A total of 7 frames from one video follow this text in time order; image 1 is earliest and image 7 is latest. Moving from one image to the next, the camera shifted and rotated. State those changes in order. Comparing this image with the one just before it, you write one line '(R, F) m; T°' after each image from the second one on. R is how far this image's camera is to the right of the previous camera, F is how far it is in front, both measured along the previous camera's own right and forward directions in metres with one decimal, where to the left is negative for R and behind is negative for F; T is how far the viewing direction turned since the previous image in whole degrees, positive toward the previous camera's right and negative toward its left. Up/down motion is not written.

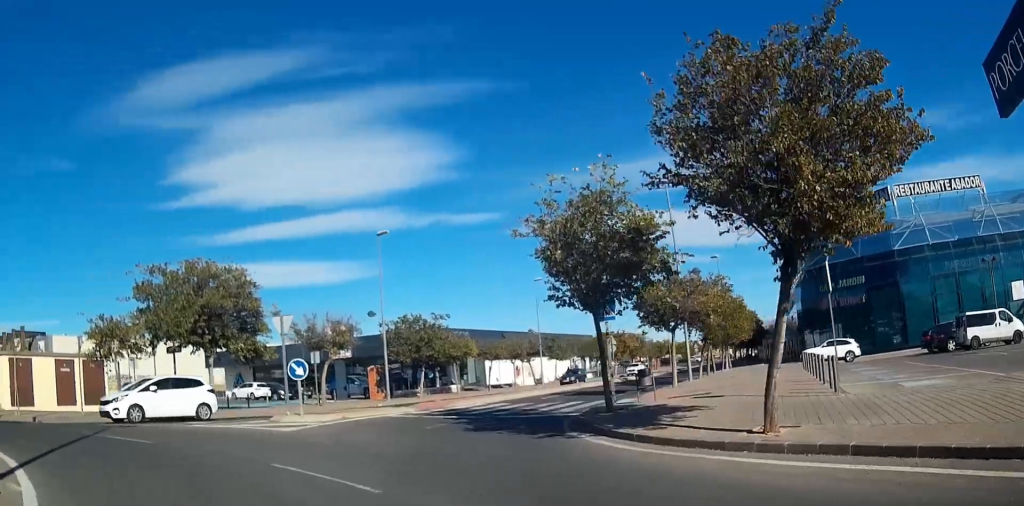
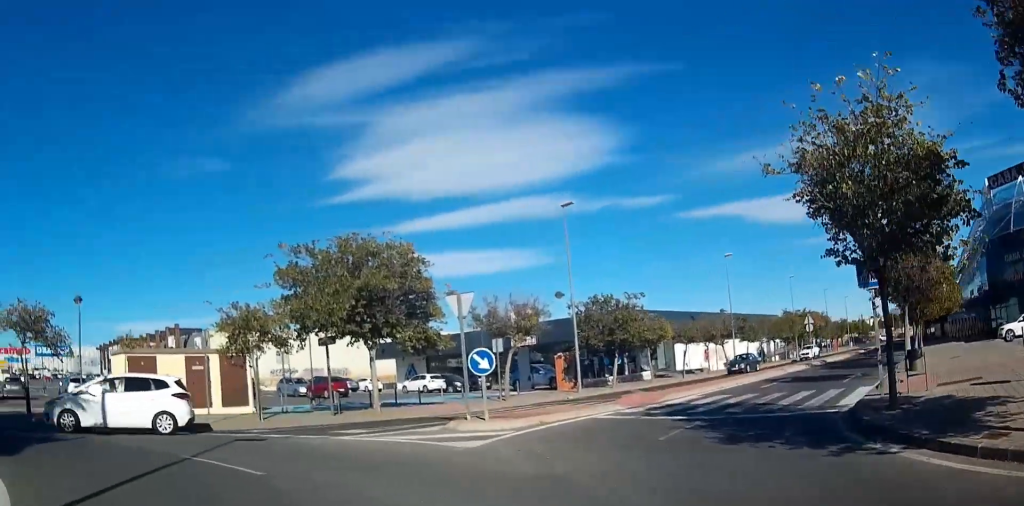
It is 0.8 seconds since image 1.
(-0.2, +4.2) m; -15°
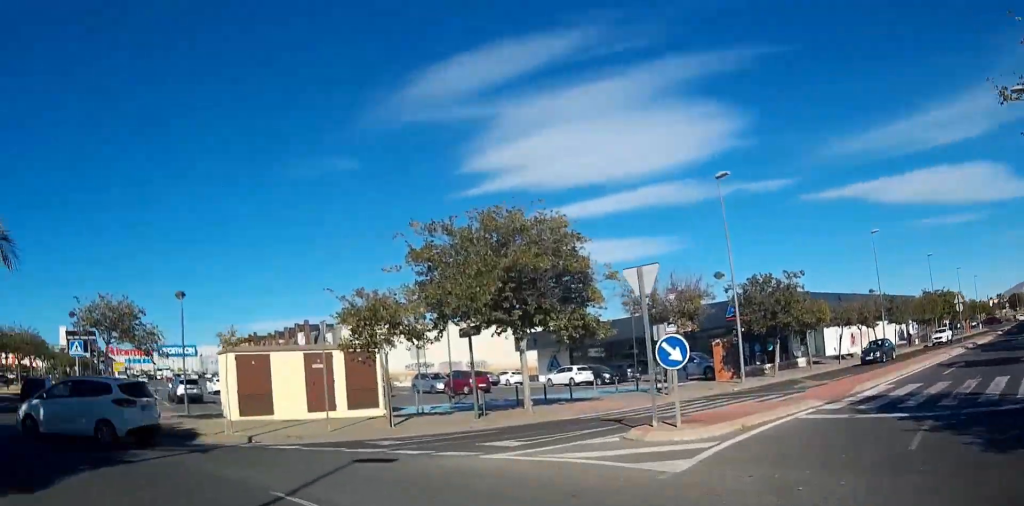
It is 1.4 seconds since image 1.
(-0.6, +3.0) m; -13°
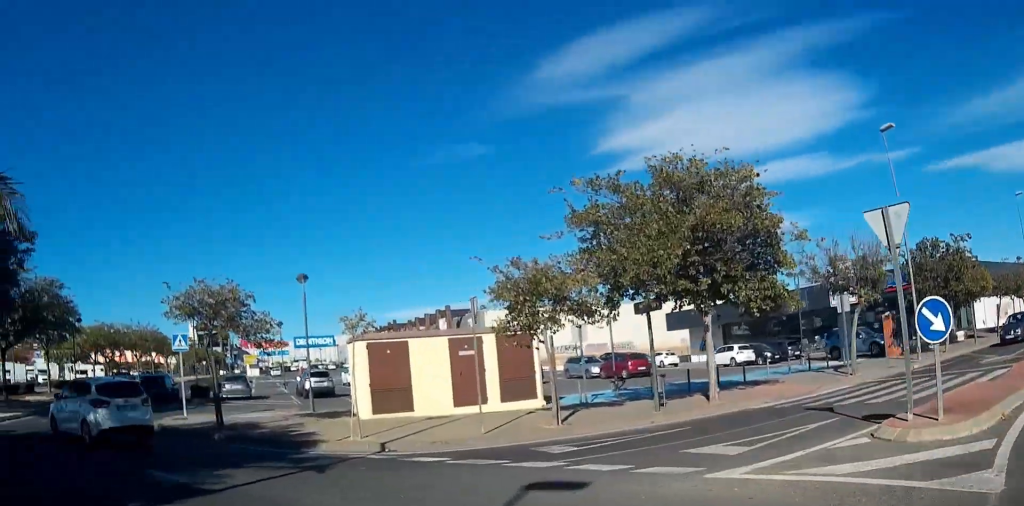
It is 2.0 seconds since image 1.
(-0.4, +3.1) m; -13°
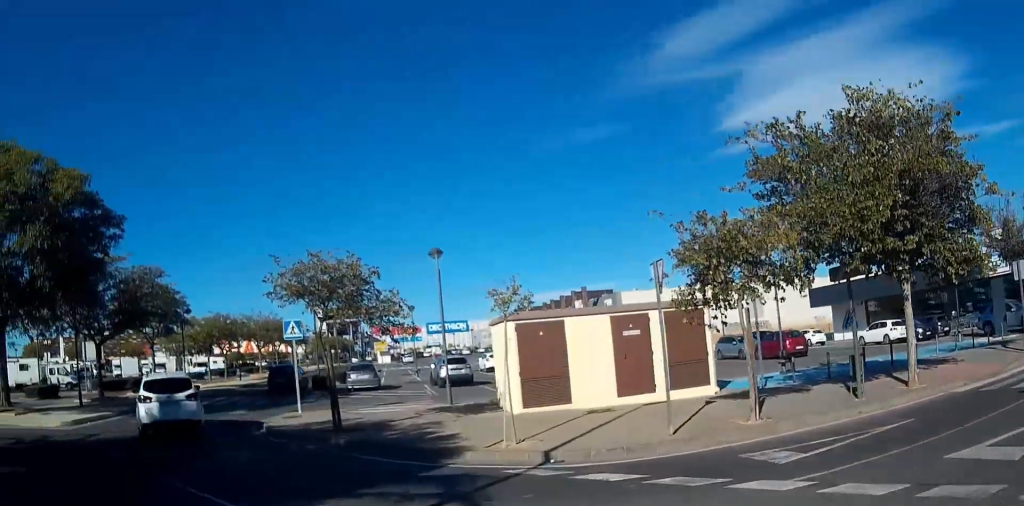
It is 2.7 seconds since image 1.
(-0.2, +3.0) m; -13°
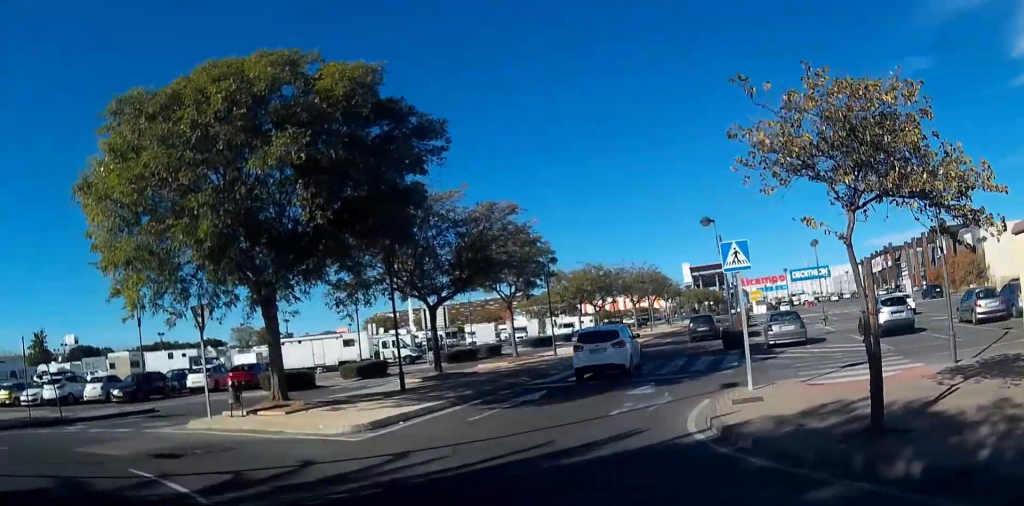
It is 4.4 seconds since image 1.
(-2.6, +7.0) m; -41°
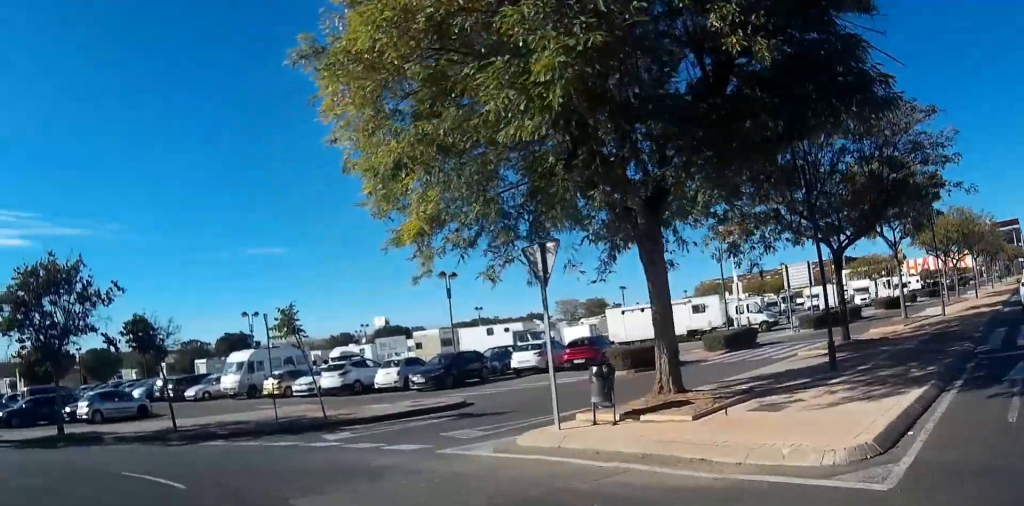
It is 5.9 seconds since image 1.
(-1.9, +6.0) m; -31°
